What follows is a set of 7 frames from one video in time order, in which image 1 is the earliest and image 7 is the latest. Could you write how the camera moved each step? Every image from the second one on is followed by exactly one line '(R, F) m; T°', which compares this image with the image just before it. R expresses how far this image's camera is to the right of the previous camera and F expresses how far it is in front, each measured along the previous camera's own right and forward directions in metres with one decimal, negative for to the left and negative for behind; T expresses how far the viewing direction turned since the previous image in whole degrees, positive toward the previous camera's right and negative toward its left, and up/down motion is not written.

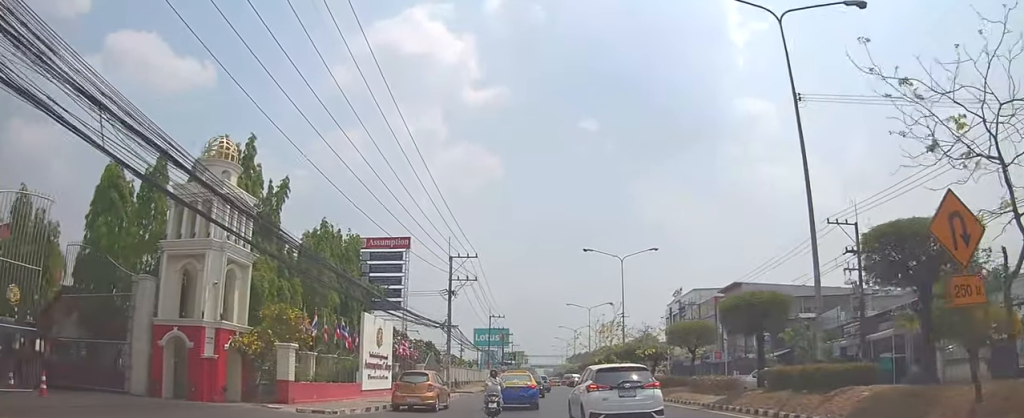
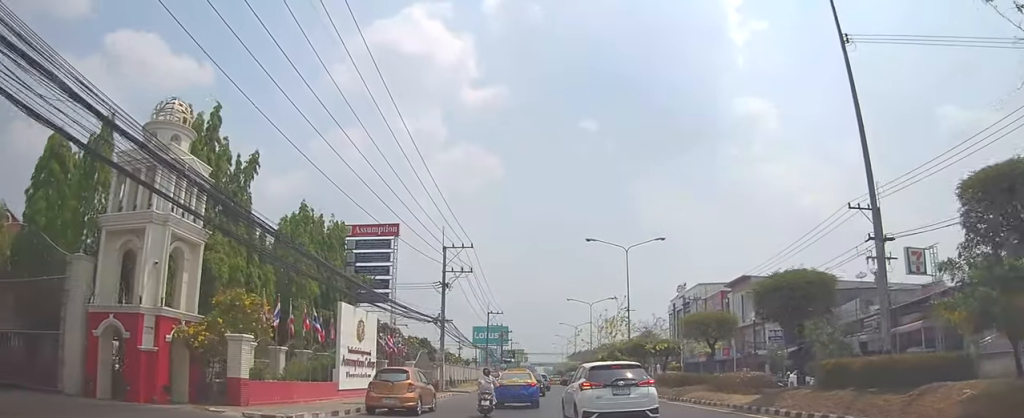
(+0.1, +3.4) m; 0°
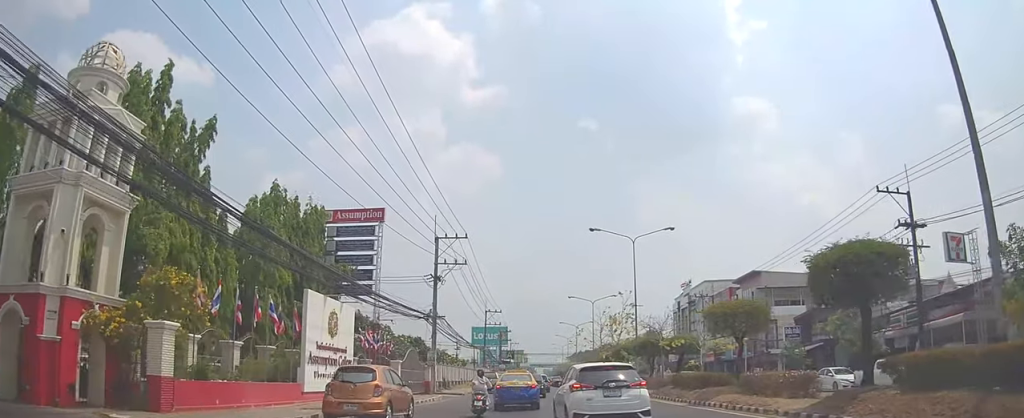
(-0.4, +3.9) m; -1°
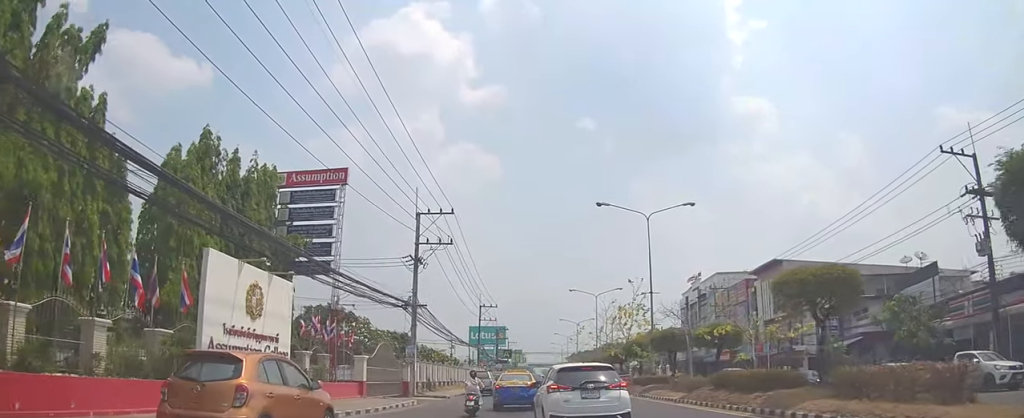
(+0.1, +7.4) m; +2°
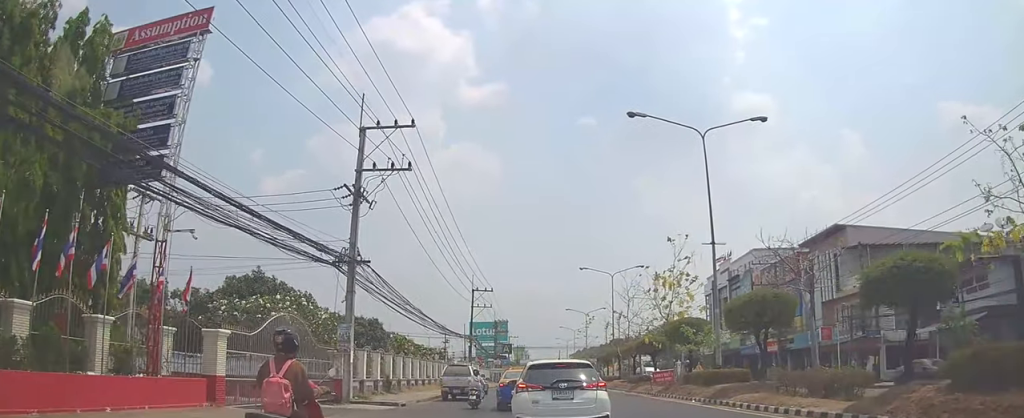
(+0.2, +15.2) m; -1°
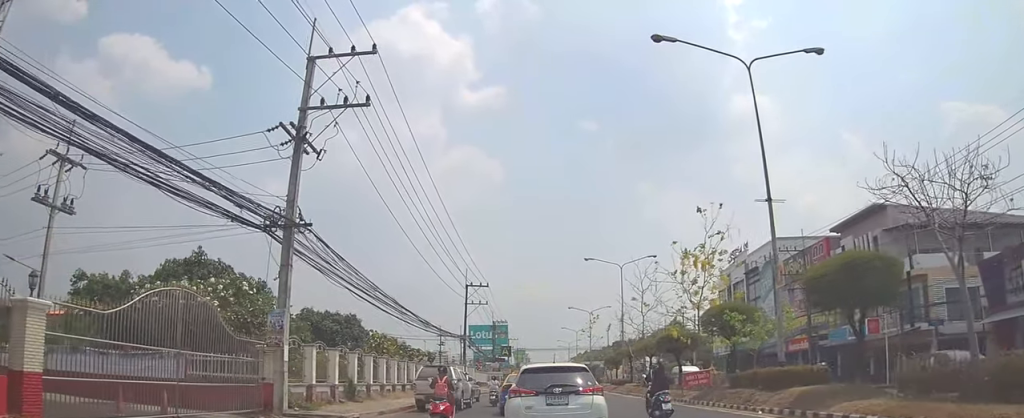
(-0.2, +7.8) m; -3°
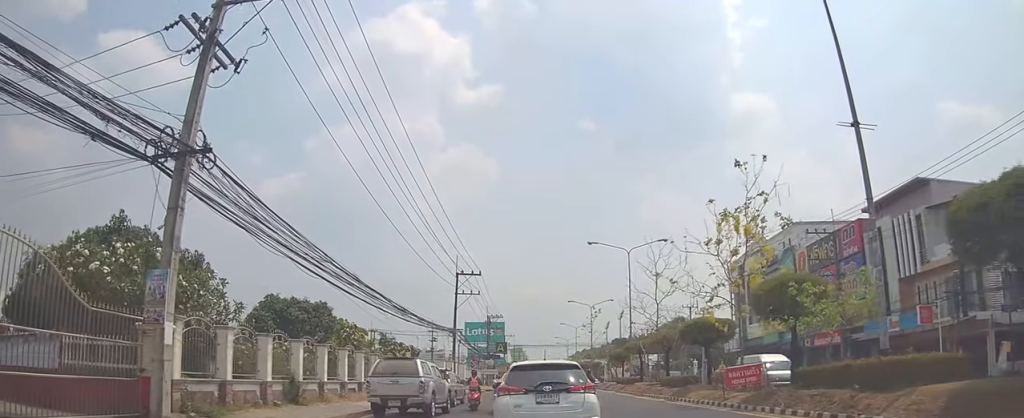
(-0.2, +7.0) m; -2°
